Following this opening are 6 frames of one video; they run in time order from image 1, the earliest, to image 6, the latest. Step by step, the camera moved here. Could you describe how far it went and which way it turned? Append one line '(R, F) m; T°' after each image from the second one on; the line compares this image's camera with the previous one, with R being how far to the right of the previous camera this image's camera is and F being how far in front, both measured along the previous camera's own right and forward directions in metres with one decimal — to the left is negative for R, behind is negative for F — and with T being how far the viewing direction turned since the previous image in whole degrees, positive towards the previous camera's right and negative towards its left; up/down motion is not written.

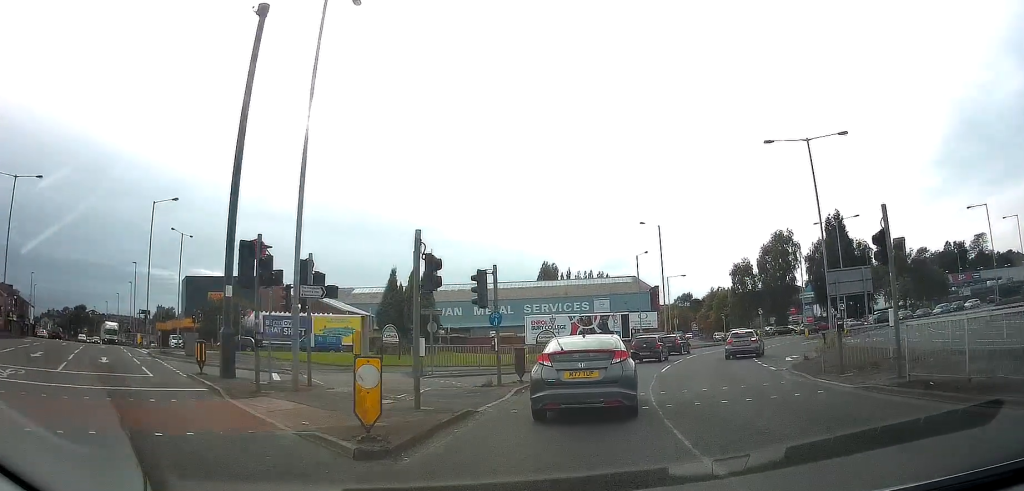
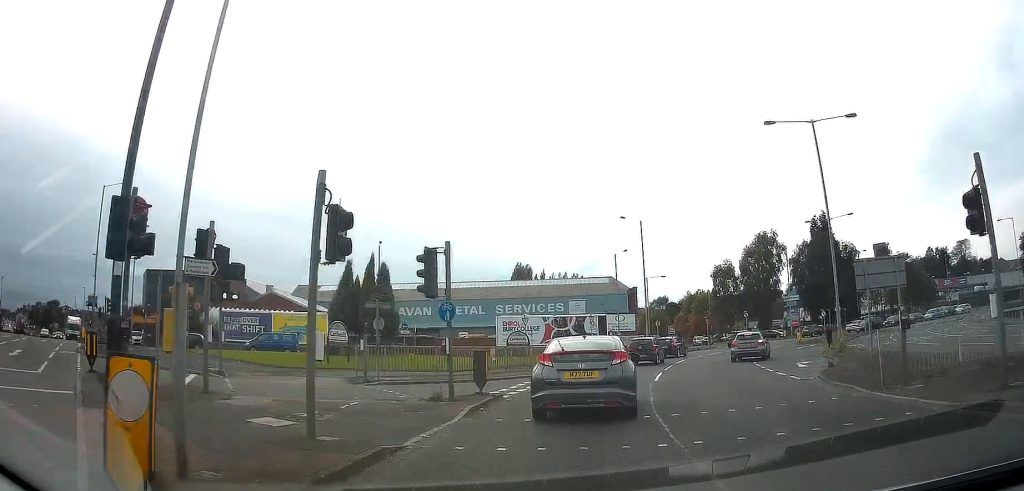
(0.0, +3.9) m; +2°
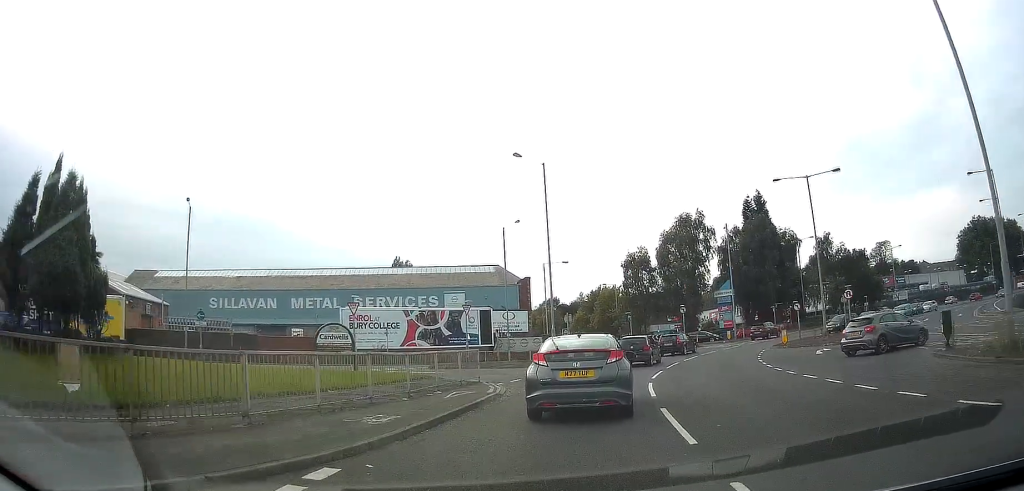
(+1.6, +18.6) m; +11°
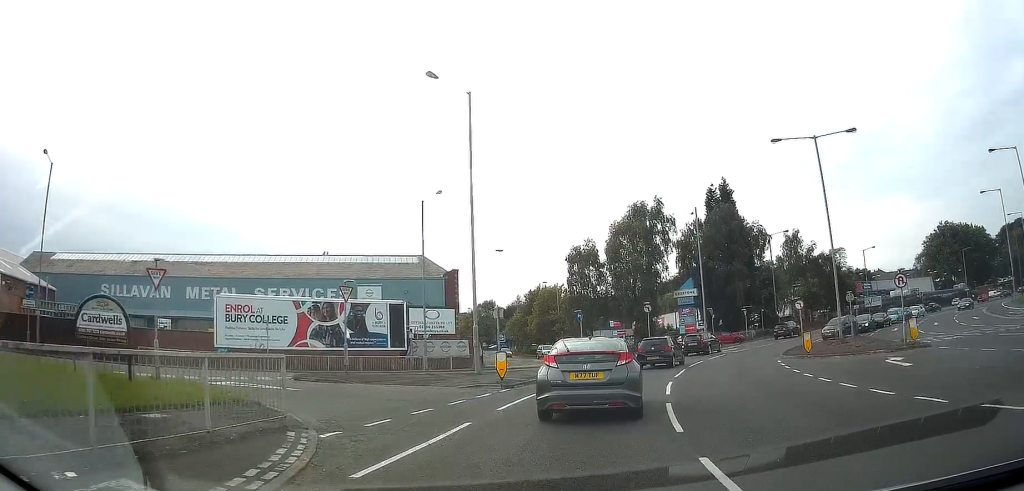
(+0.8, +11.7) m; +7°
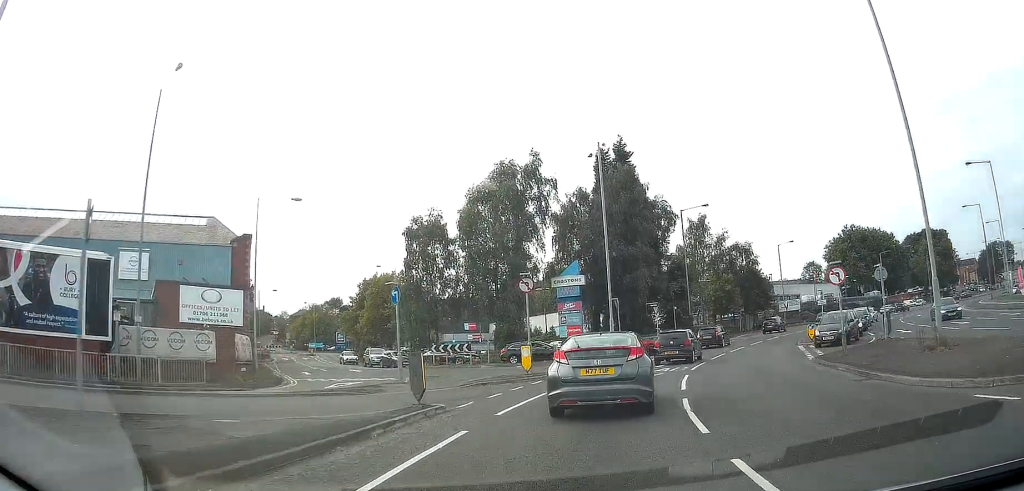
(+2.0, +19.0) m; +12°
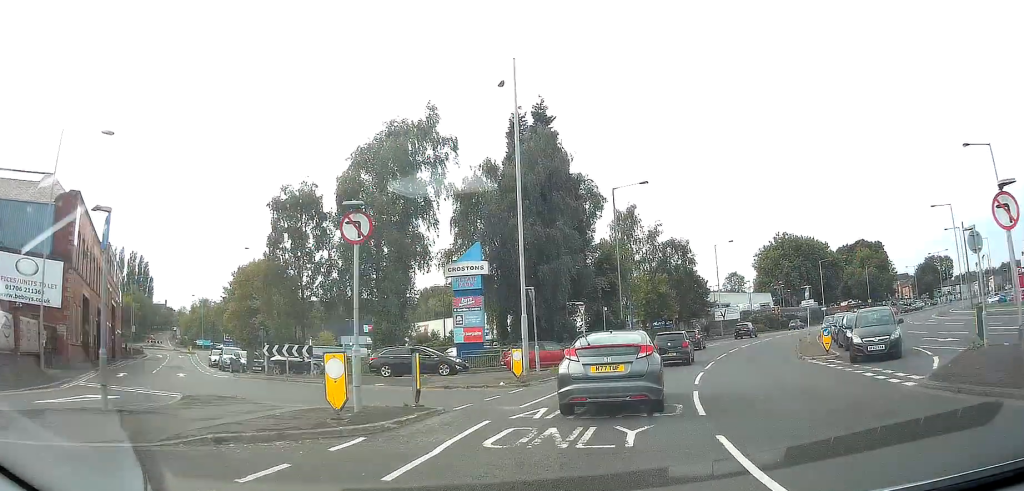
(+0.7, +11.1) m; +8°
